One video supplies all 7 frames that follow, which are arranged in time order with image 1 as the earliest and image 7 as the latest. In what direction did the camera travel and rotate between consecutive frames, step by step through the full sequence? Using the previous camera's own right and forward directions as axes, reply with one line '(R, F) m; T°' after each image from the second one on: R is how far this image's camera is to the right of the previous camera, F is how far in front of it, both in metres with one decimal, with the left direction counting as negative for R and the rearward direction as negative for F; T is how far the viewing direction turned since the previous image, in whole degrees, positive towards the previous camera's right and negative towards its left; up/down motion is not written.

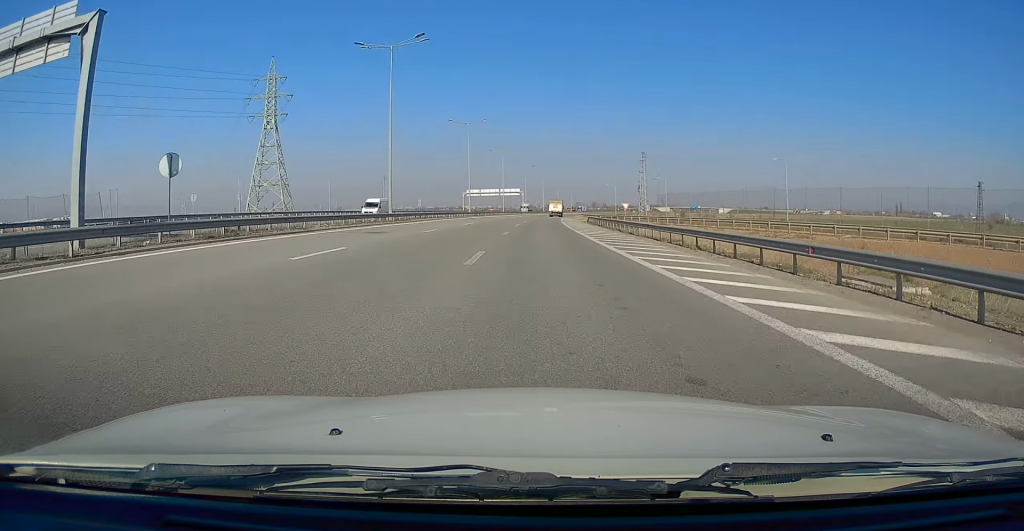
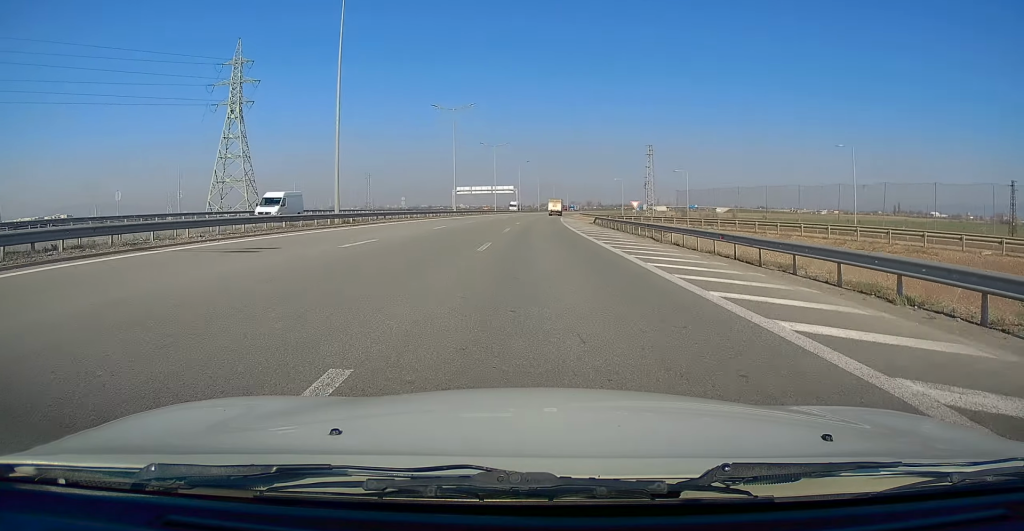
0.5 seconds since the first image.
(+0.2, +12.2) m; +1°
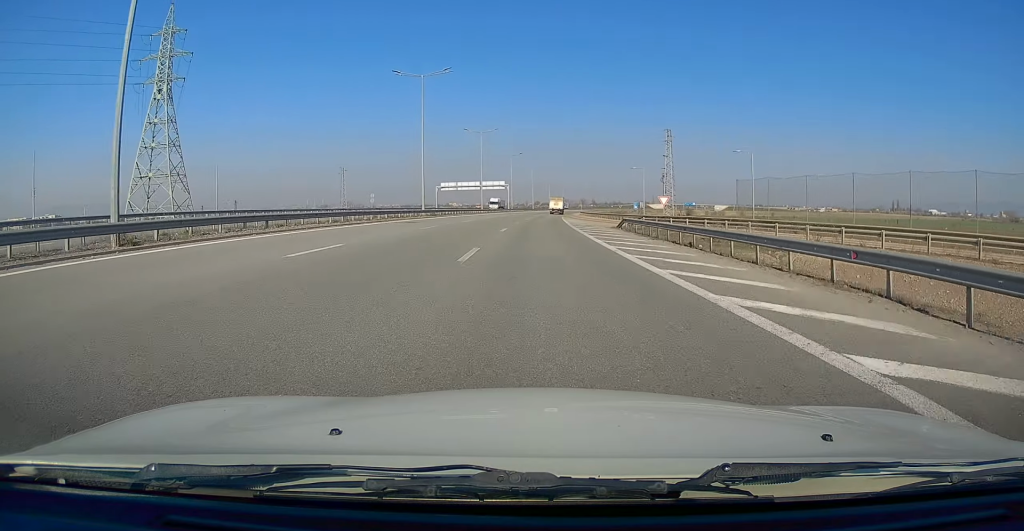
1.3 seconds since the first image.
(0.0, +19.5) m; 0°
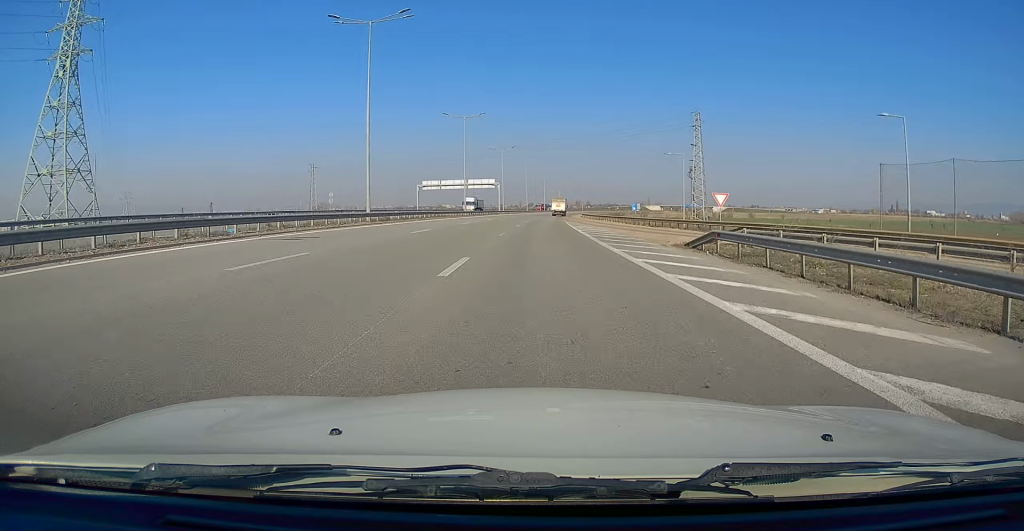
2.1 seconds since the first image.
(0.0, +18.9) m; +1°
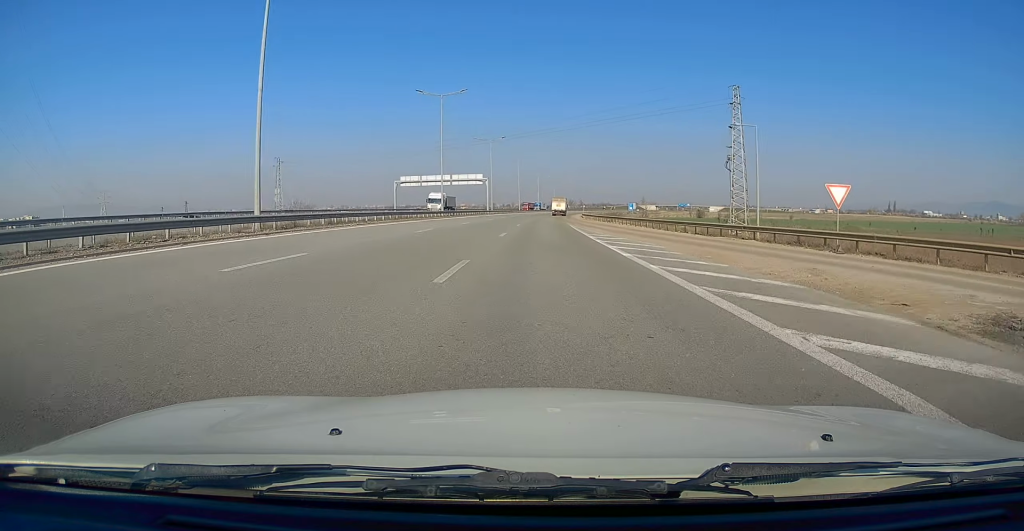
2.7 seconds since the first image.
(+0.1, +16.5) m; +1°
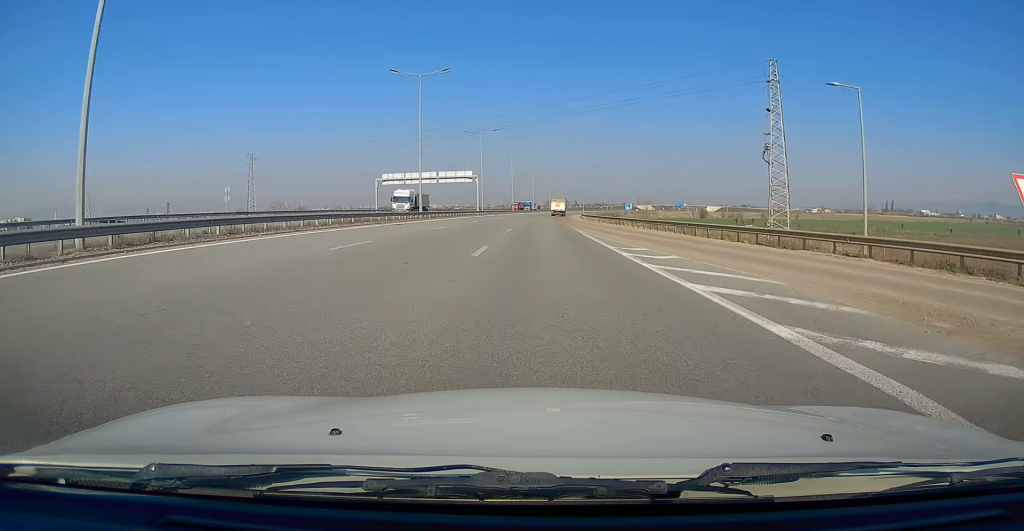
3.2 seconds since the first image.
(+0.1, +10.8) m; 0°
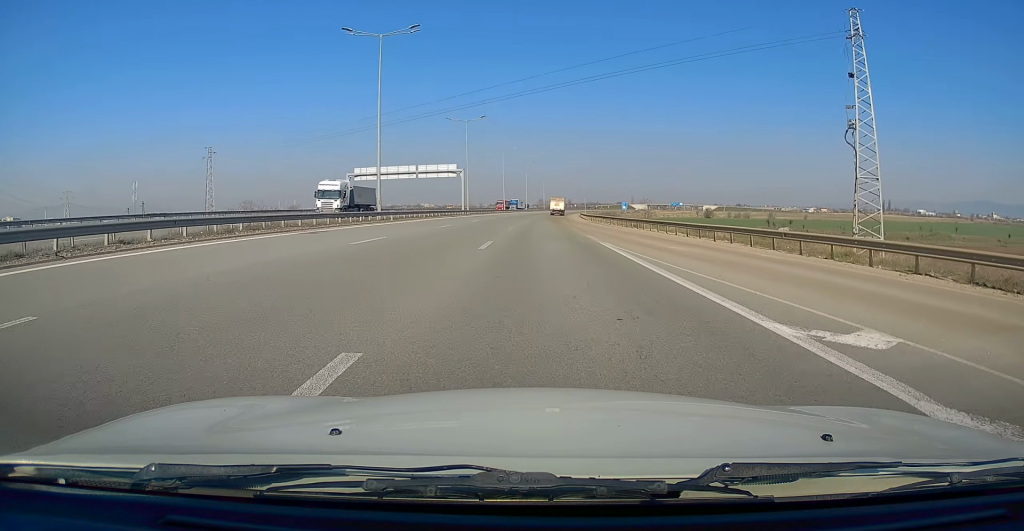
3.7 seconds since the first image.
(+0.1, +14.1) m; 0°
